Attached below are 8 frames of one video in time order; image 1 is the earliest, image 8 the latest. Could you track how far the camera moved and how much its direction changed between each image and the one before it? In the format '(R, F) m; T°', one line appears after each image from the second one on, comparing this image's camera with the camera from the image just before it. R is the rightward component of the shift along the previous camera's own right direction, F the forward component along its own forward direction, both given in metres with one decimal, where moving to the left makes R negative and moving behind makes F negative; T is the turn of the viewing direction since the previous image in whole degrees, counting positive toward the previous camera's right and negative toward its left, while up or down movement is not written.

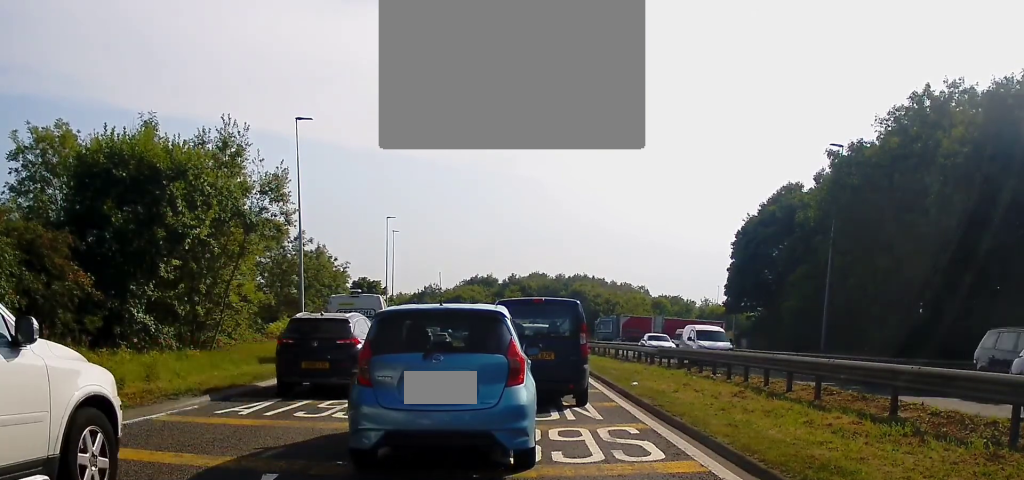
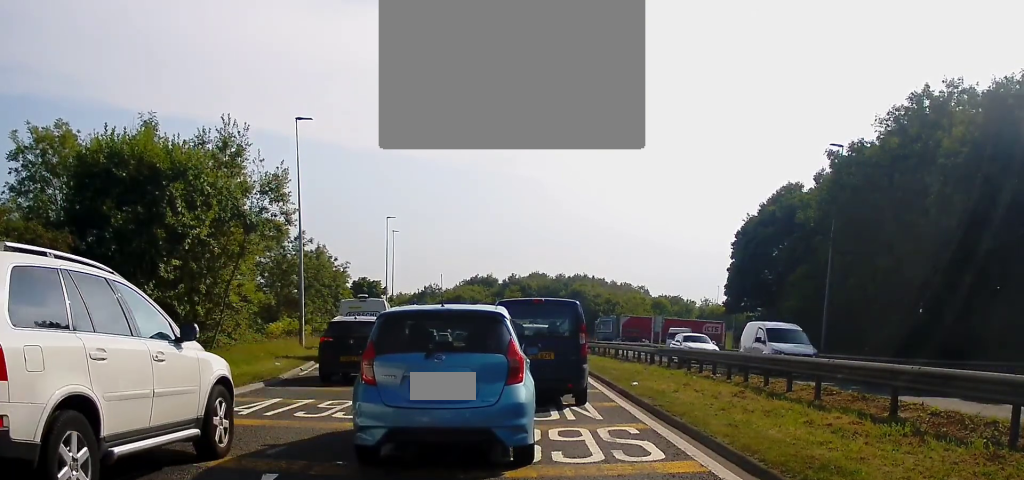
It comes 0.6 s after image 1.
(0.0, 0.0) m; 0°
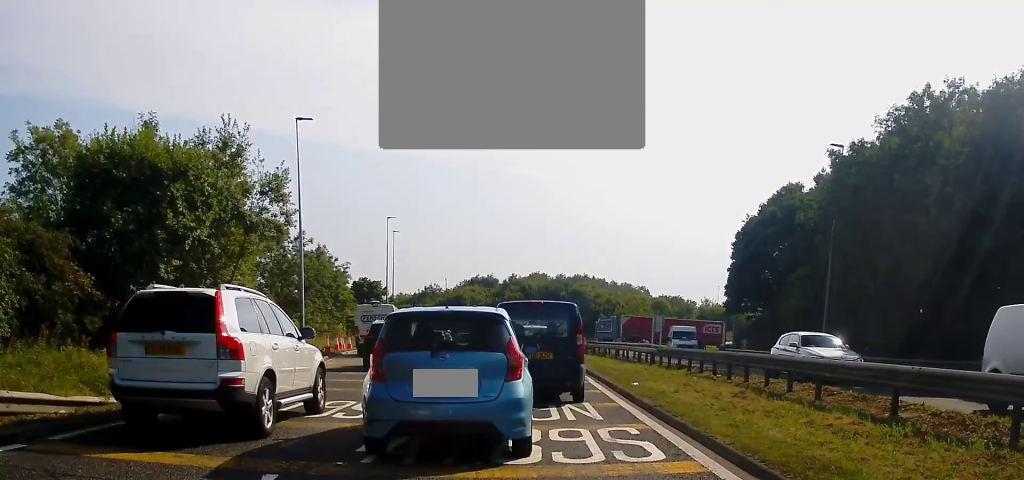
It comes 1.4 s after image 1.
(0.0, 0.0) m; 0°
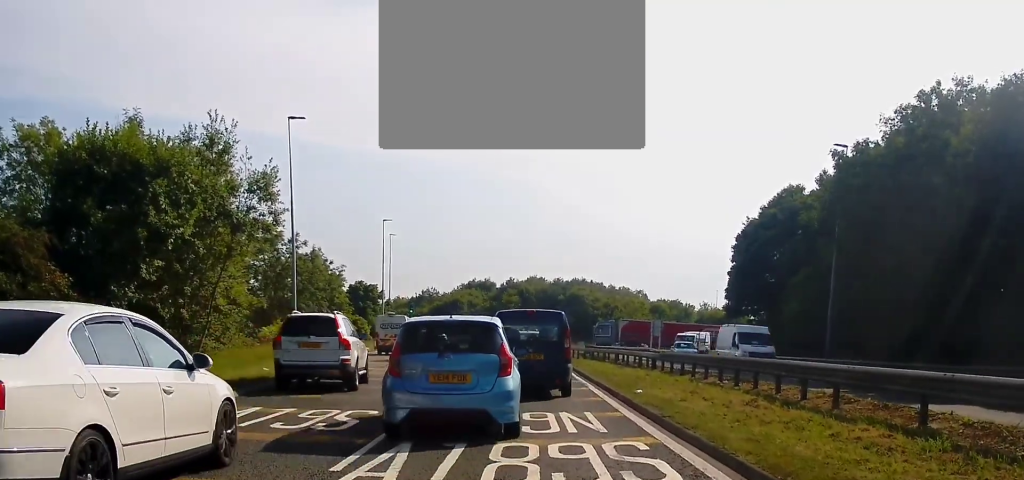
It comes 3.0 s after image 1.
(0.0, +0.7) m; 0°
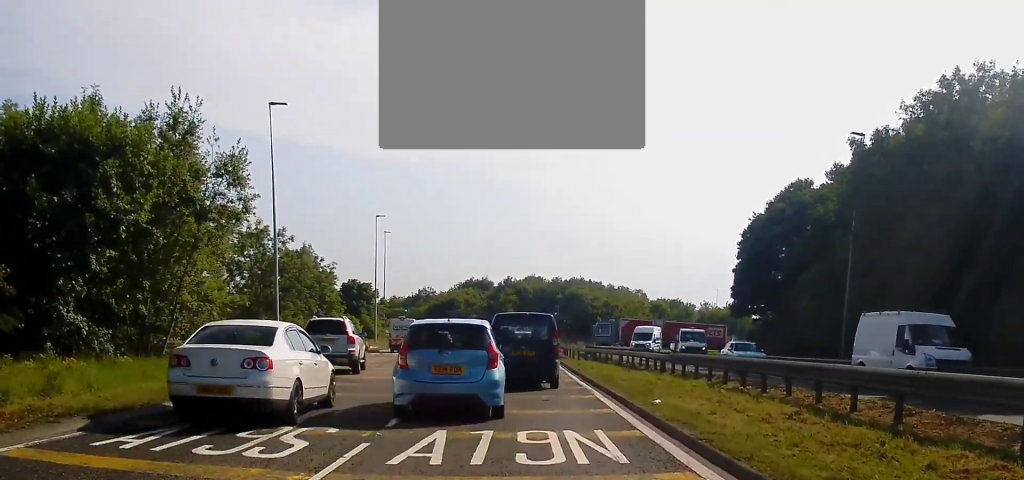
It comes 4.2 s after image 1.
(0.0, +2.1) m; 0°
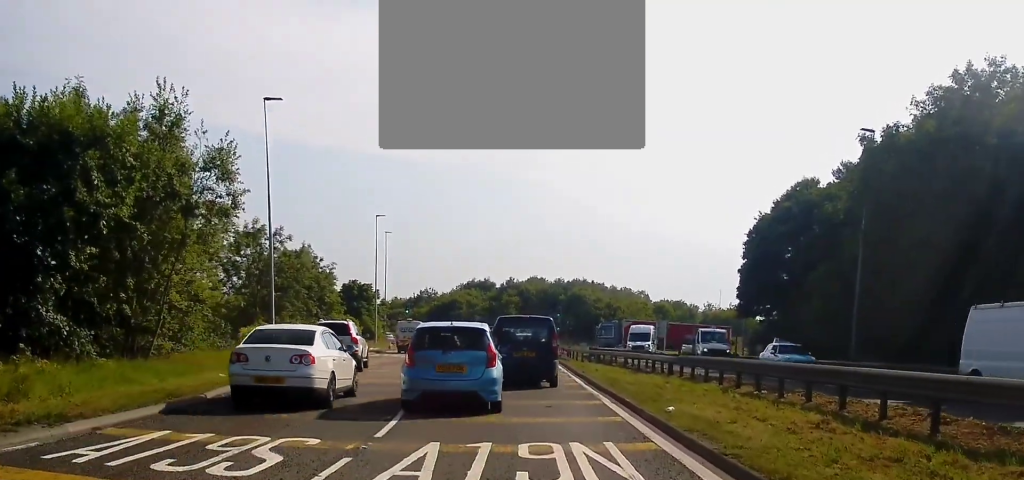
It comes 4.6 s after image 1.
(0.0, +1.2) m; -1°
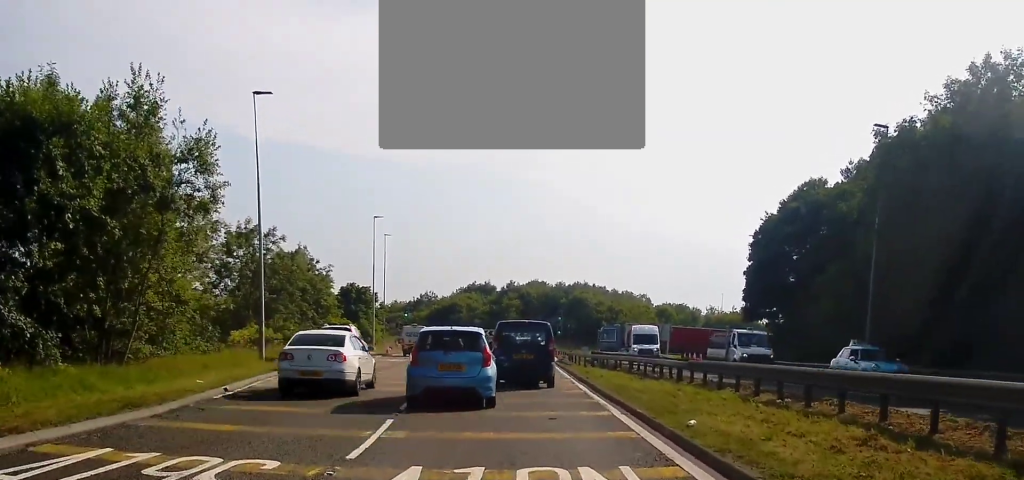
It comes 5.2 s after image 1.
(0.0, +1.6) m; -1°
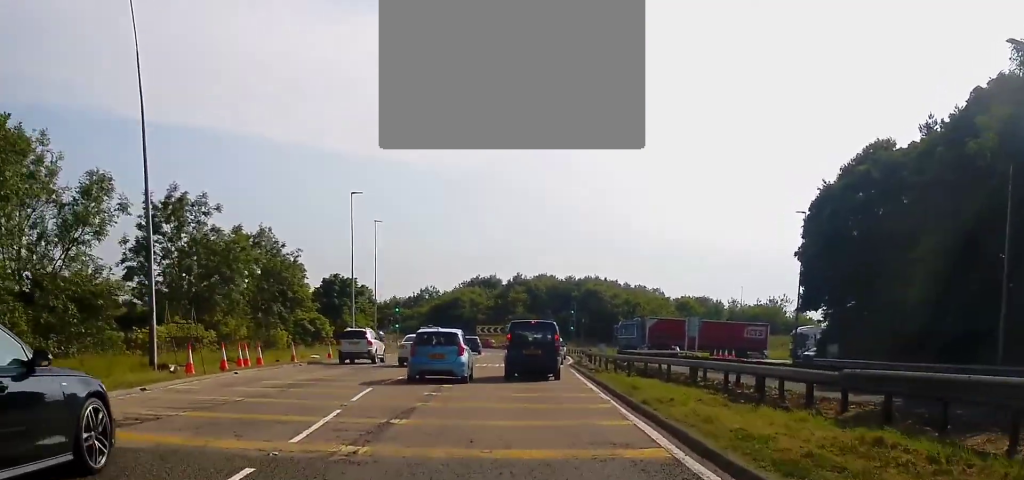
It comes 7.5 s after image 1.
(+0.3, +11.0) m; +2°
